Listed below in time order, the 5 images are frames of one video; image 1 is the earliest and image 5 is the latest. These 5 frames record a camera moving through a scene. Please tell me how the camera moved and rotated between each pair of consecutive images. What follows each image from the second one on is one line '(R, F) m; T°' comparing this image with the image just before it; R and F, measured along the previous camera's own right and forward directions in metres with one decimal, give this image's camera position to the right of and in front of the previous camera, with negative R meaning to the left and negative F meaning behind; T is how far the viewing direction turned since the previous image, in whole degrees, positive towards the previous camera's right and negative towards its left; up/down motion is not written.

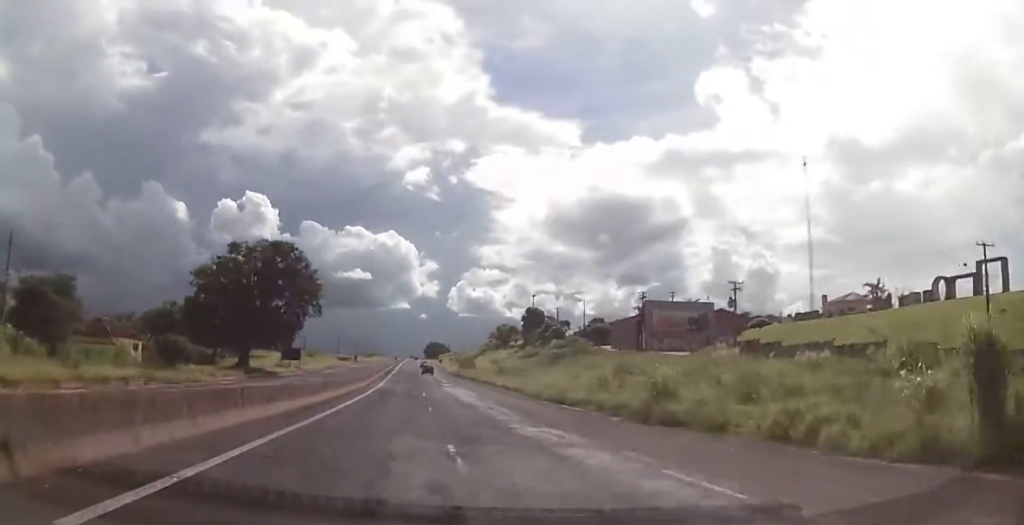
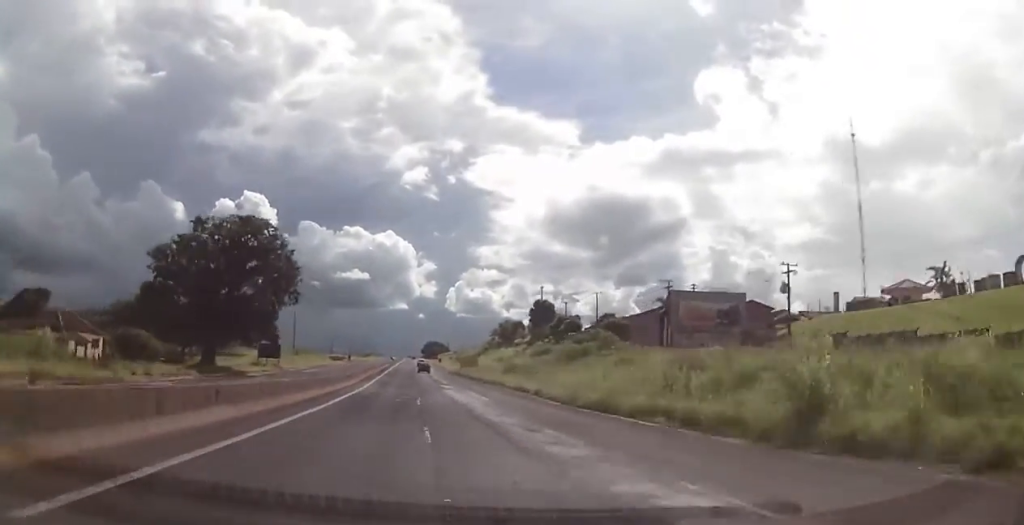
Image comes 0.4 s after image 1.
(-0.1, +12.7) m; 0°
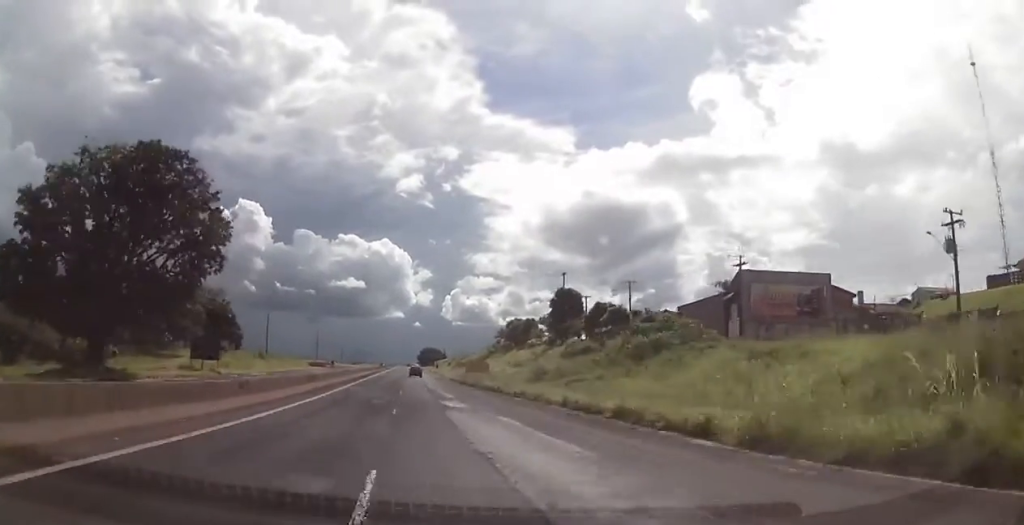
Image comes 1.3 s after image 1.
(+0.3, +24.3) m; +1°
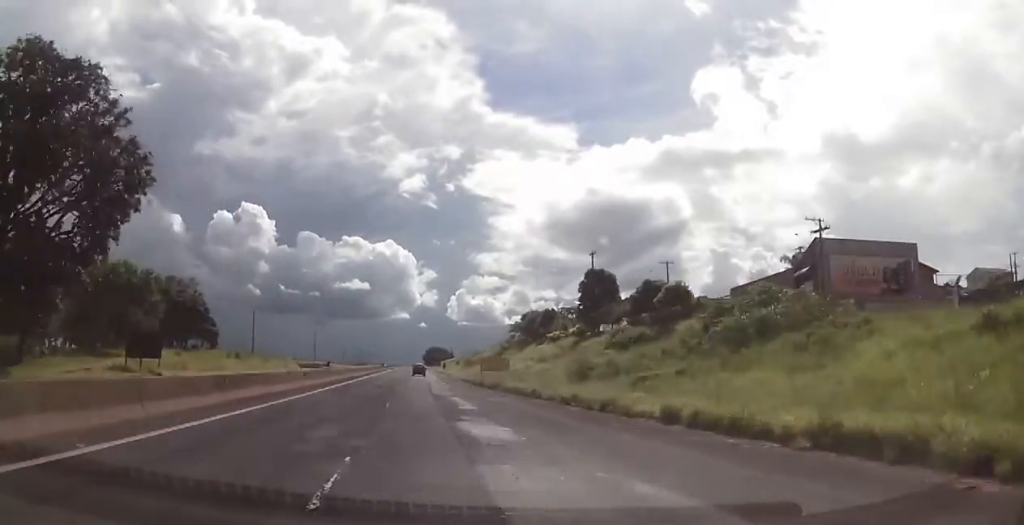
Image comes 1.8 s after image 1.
(+0.1, +15.5) m; 0°
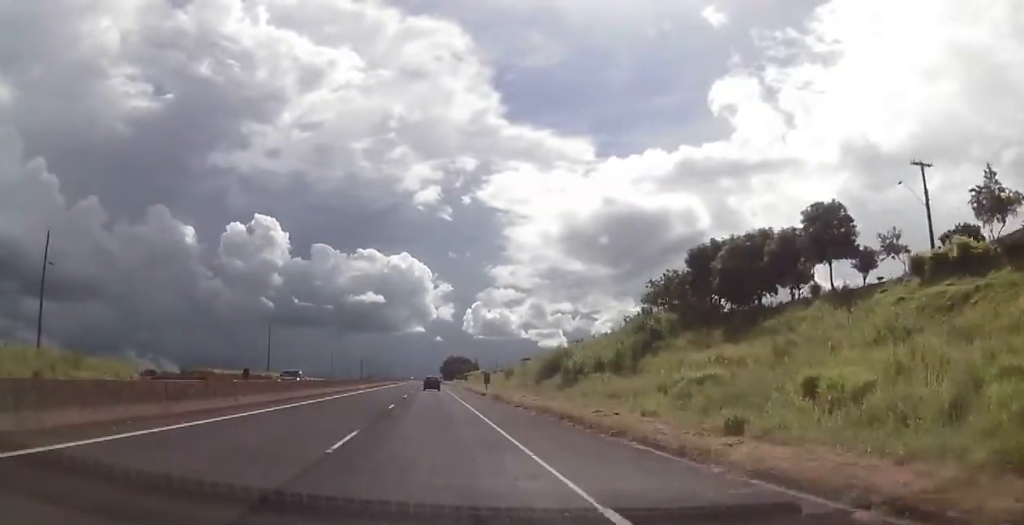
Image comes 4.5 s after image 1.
(-1.2, +77.8) m; -1°
